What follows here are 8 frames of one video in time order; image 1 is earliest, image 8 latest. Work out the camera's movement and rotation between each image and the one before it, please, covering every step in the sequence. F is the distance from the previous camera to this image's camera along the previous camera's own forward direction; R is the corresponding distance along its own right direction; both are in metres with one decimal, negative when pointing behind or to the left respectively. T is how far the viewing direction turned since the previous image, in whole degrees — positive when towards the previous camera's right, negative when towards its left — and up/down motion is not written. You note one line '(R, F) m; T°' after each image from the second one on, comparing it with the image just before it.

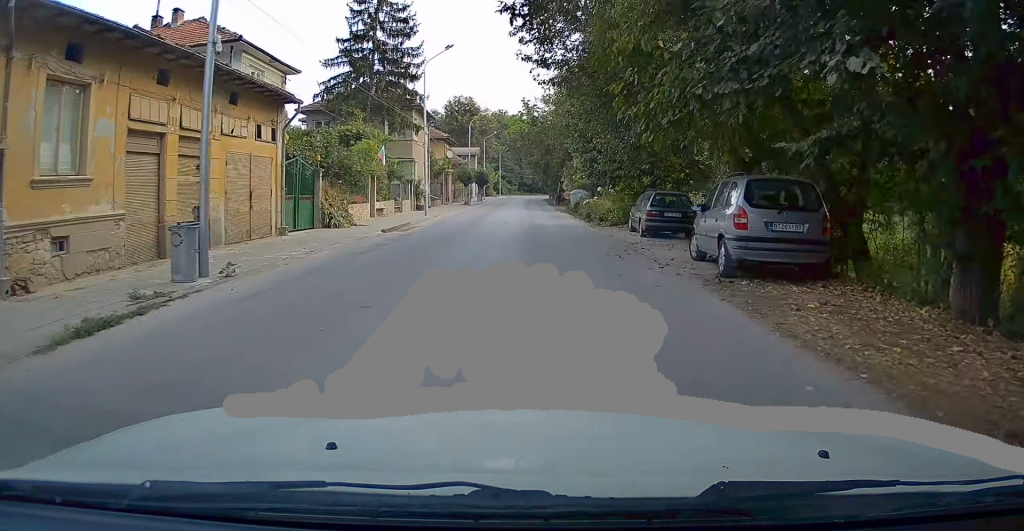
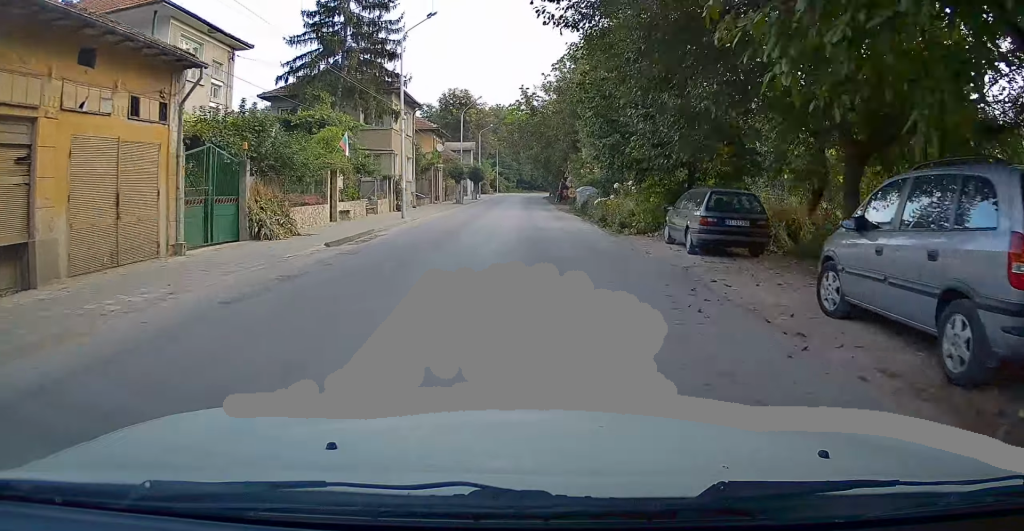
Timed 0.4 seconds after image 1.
(0.0, +5.8) m; 0°
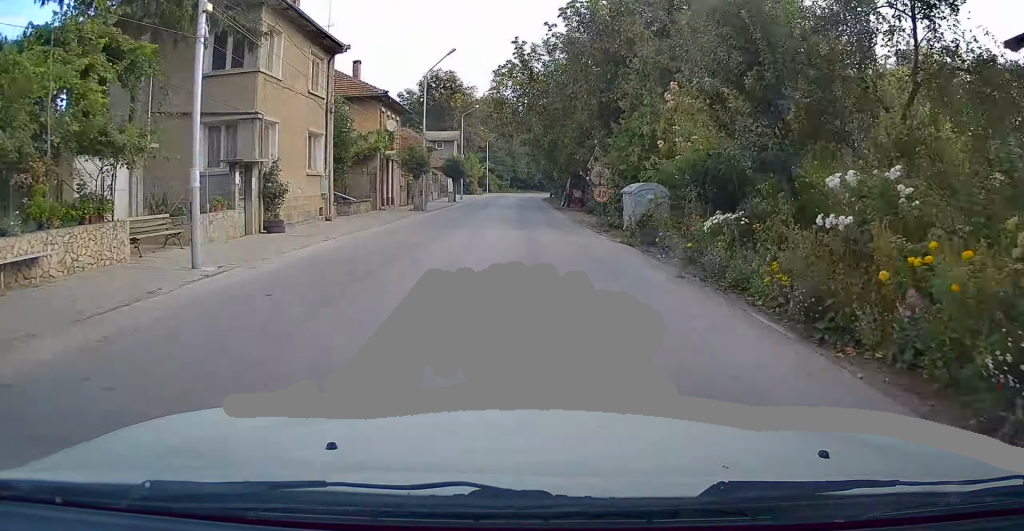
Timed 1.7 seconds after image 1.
(-0.2, +17.0) m; 0°
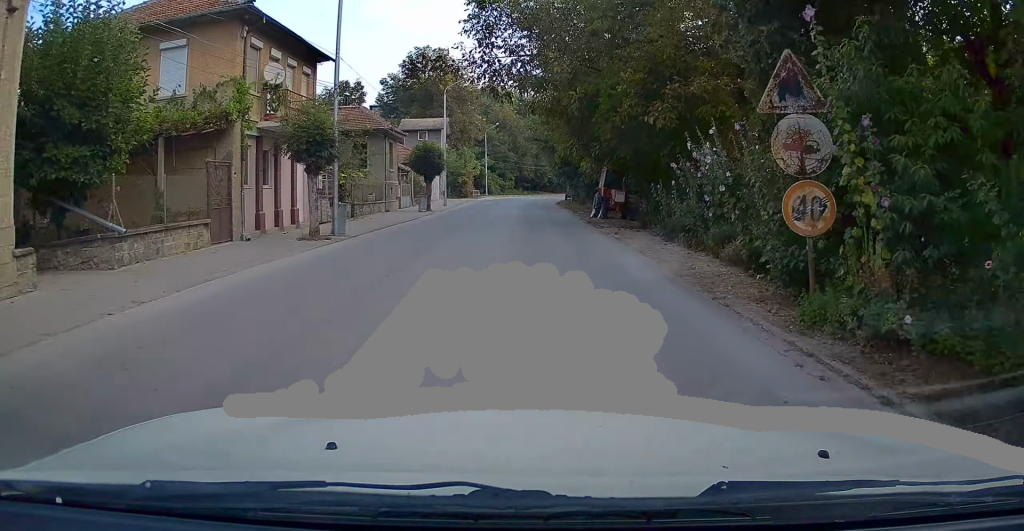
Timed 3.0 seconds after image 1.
(+0.3, +16.7) m; +2°
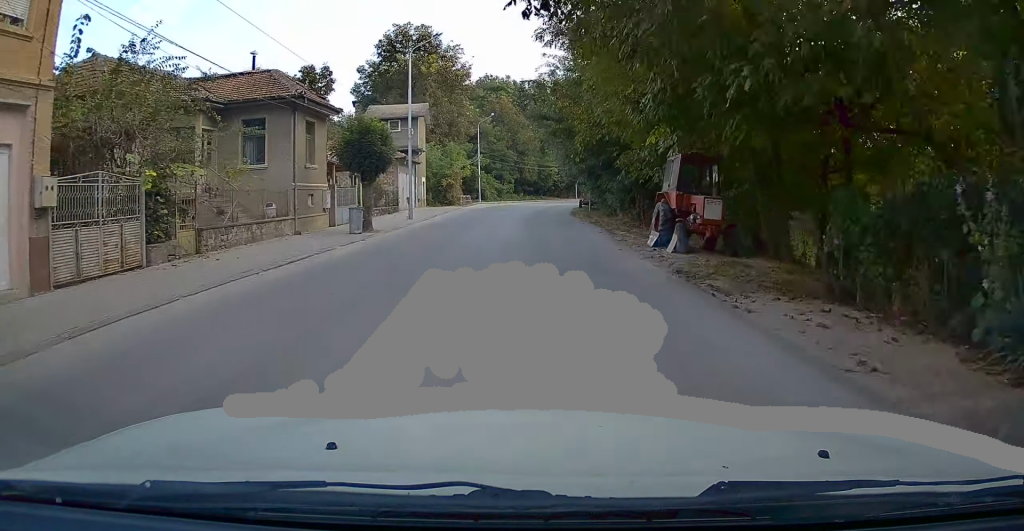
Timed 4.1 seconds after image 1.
(+0.1, +13.6) m; +1°
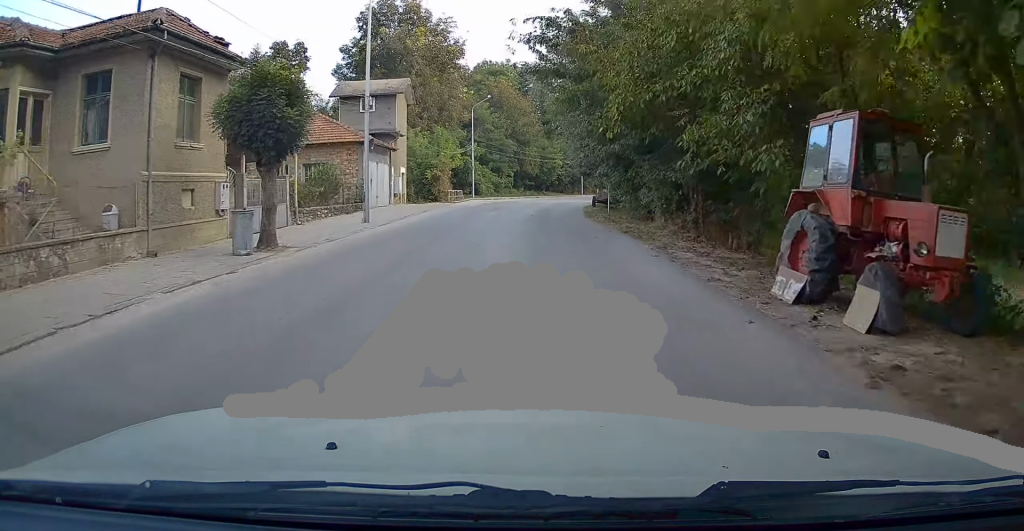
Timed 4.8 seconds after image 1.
(0.0, +8.4) m; -1°
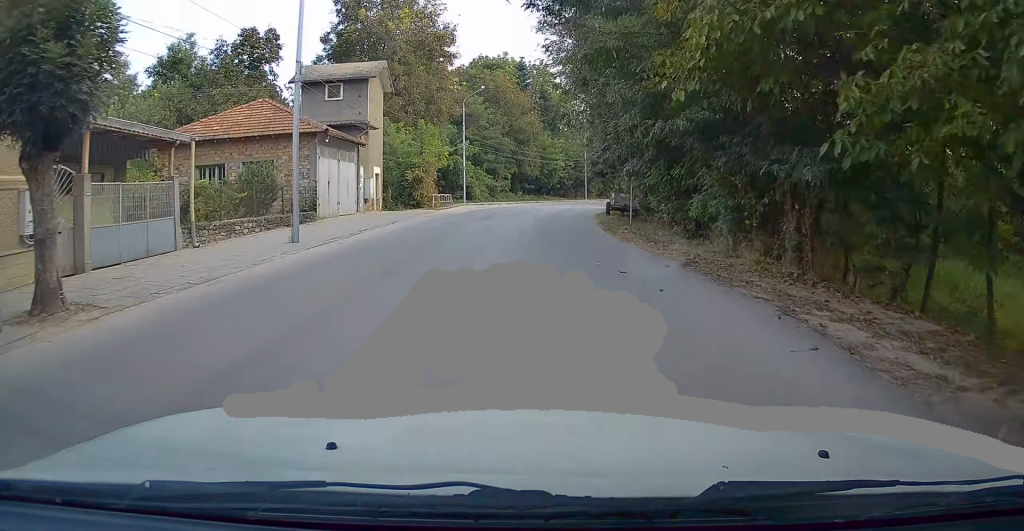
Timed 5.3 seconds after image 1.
(+0.1, +6.7) m; -1°
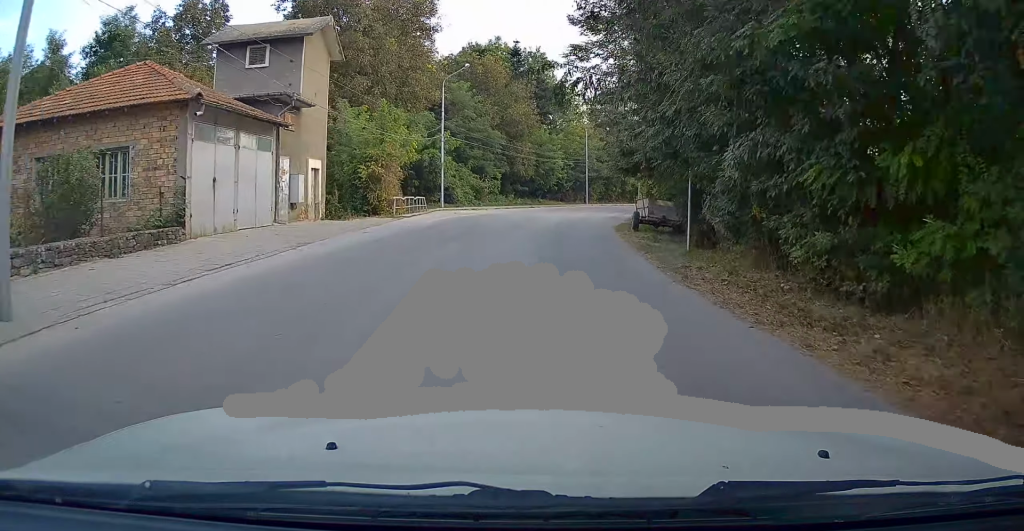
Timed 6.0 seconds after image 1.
(-0.2, +9.2) m; -1°
